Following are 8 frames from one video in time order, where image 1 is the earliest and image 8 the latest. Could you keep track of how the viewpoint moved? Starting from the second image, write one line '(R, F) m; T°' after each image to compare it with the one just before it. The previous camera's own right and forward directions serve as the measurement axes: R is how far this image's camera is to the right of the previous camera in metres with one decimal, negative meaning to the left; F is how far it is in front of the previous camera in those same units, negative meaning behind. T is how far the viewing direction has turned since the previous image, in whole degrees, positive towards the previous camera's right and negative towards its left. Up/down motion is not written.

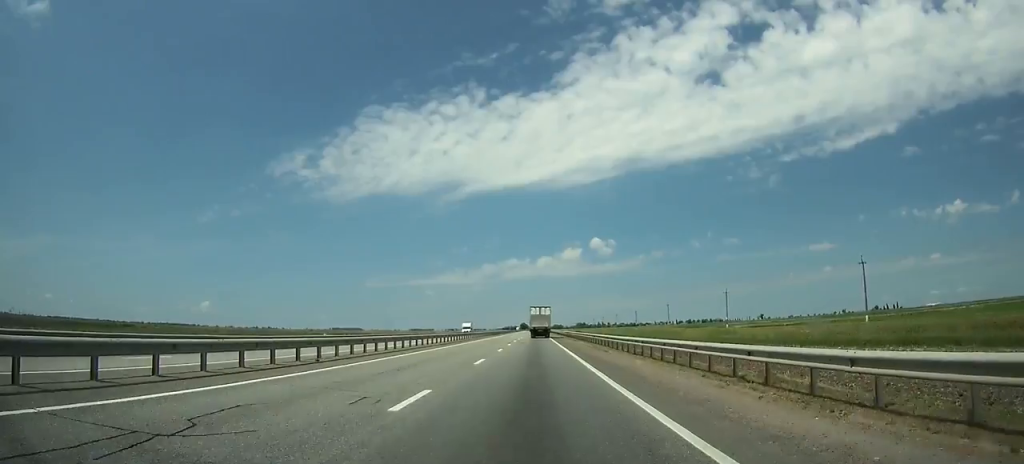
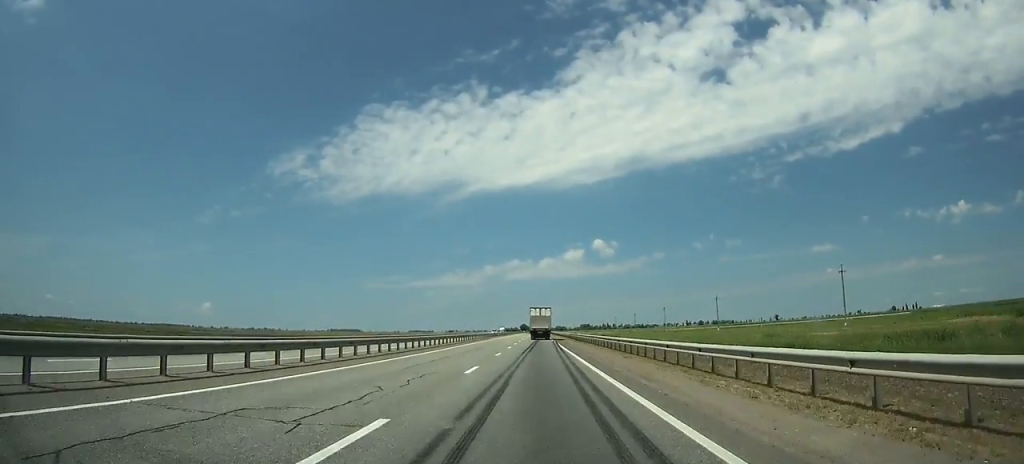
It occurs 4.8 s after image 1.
(+0.1, +111.6) m; 0°
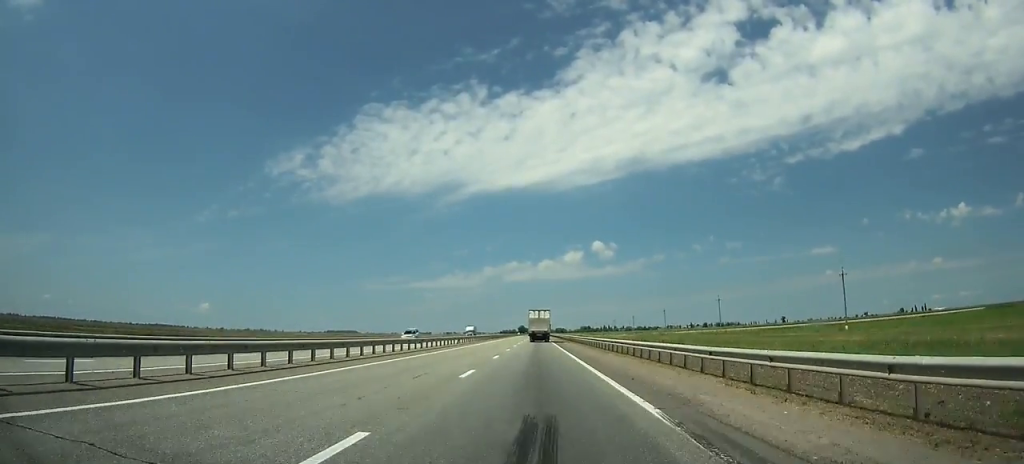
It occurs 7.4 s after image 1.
(+0.1, +60.7) m; 0°
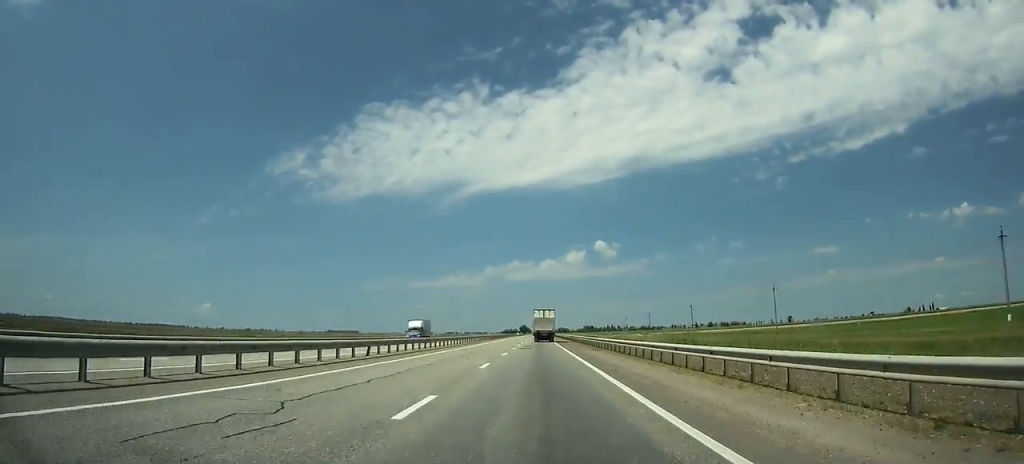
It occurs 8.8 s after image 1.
(+0.1, +32.9) m; 0°
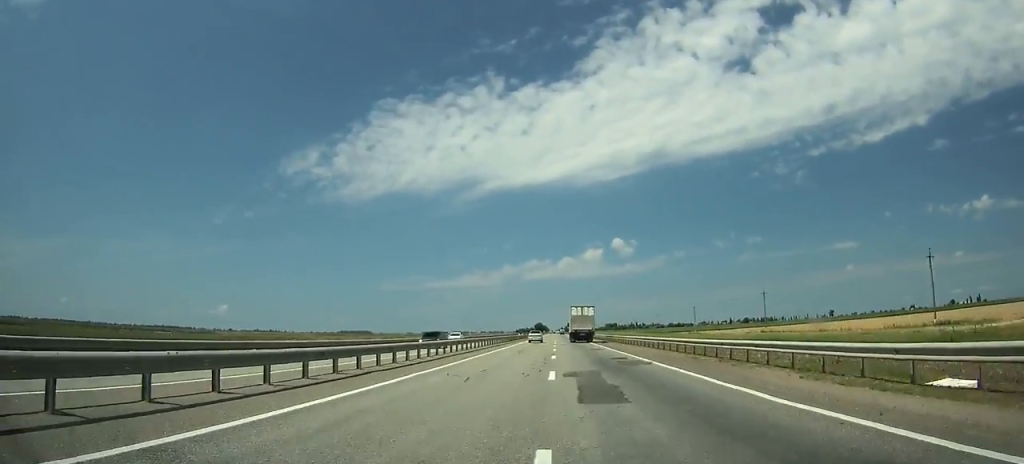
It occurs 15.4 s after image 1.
(-1.9, +161.0) m; -1°
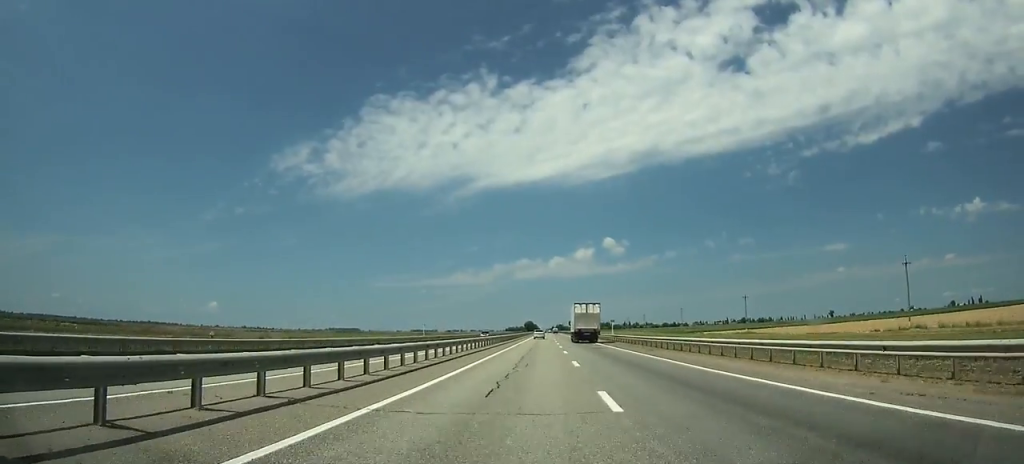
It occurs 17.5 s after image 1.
(+0.3, +54.2) m; 0°
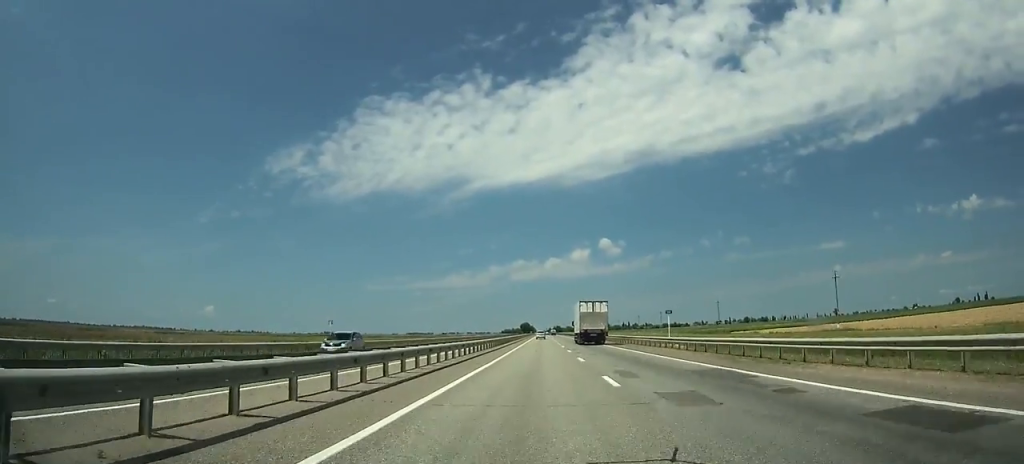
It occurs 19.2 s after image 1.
(+0.1, +44.5) m; 0°
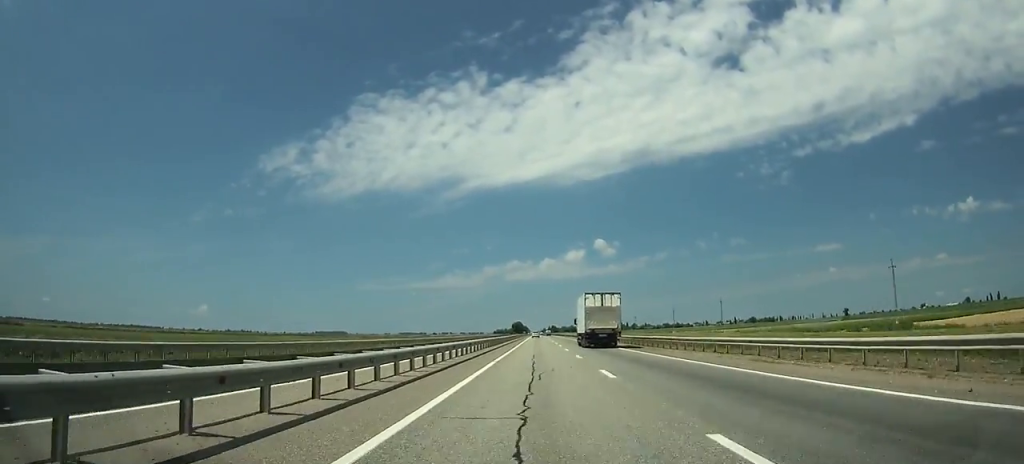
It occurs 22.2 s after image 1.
(+0.4, +80.6) m; 0°
